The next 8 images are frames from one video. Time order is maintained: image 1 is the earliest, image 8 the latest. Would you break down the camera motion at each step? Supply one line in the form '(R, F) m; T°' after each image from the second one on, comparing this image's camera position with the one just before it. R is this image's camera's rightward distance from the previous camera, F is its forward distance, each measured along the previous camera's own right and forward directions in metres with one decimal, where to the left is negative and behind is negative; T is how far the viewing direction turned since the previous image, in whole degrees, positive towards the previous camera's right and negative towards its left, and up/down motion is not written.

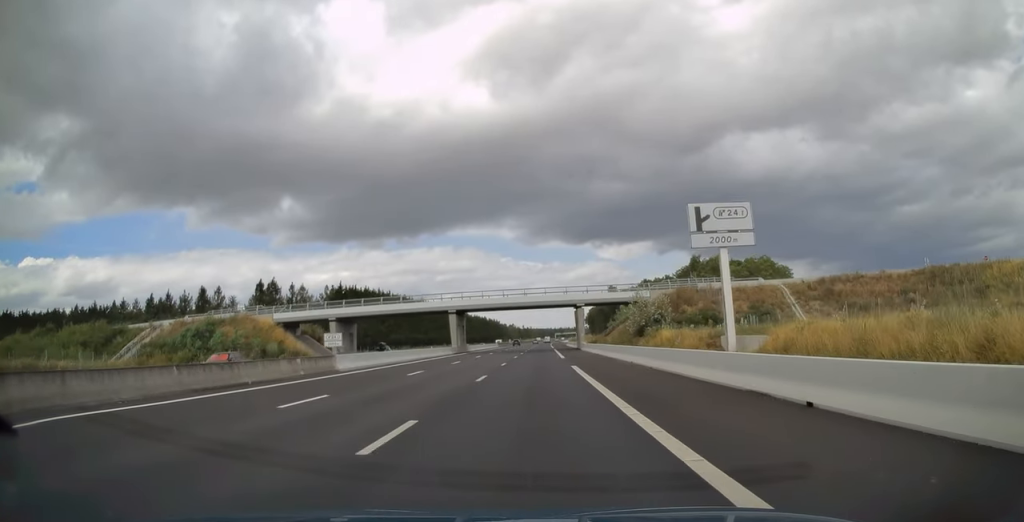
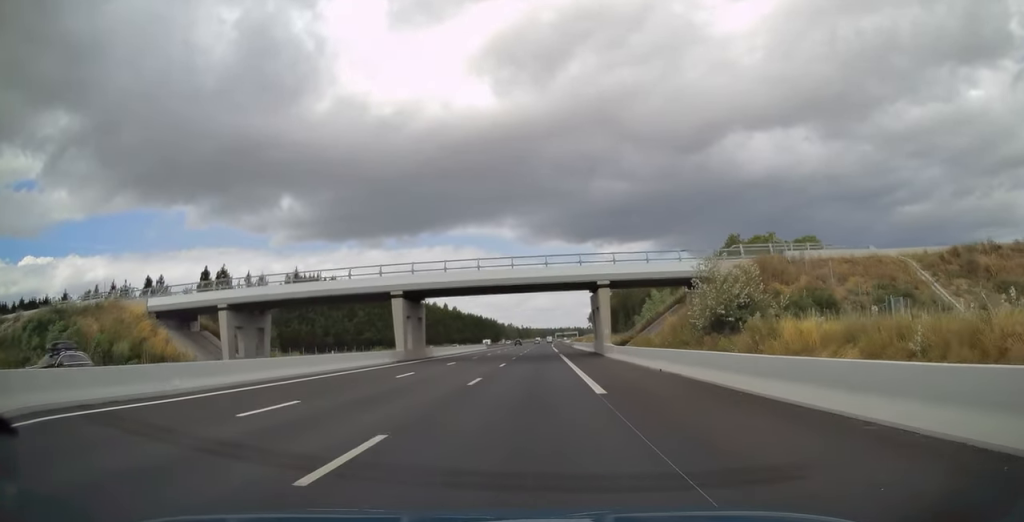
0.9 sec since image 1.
(0.0, +27.8) m; 0°
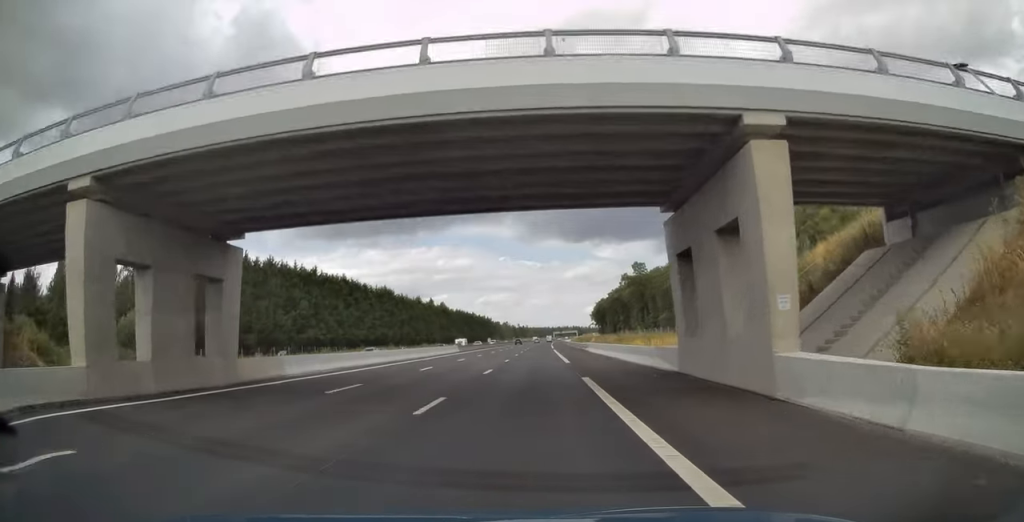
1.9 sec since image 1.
(+0.1, +33.8) m; 0°
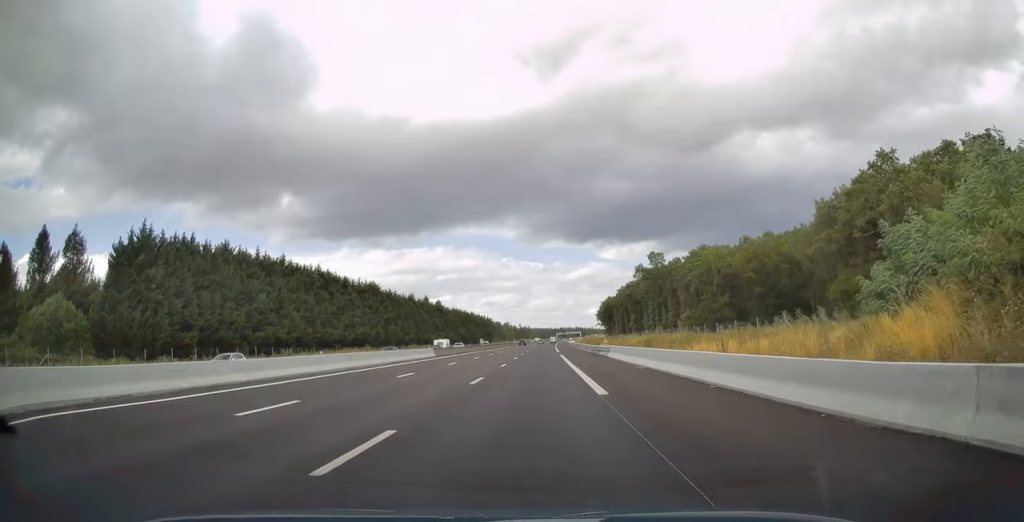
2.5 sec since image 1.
(0.0, +18.3) m; 0°
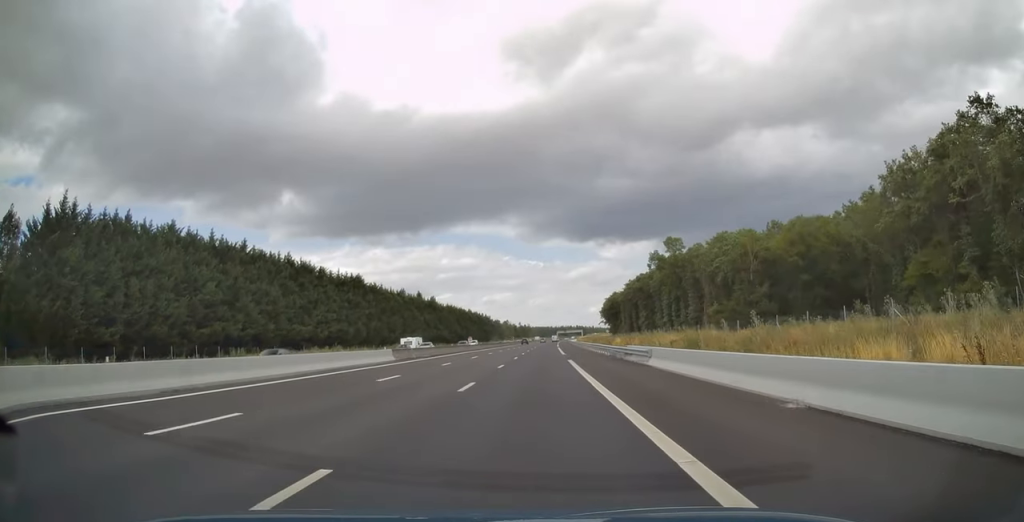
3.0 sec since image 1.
(0.0, +16.1) m; 0°
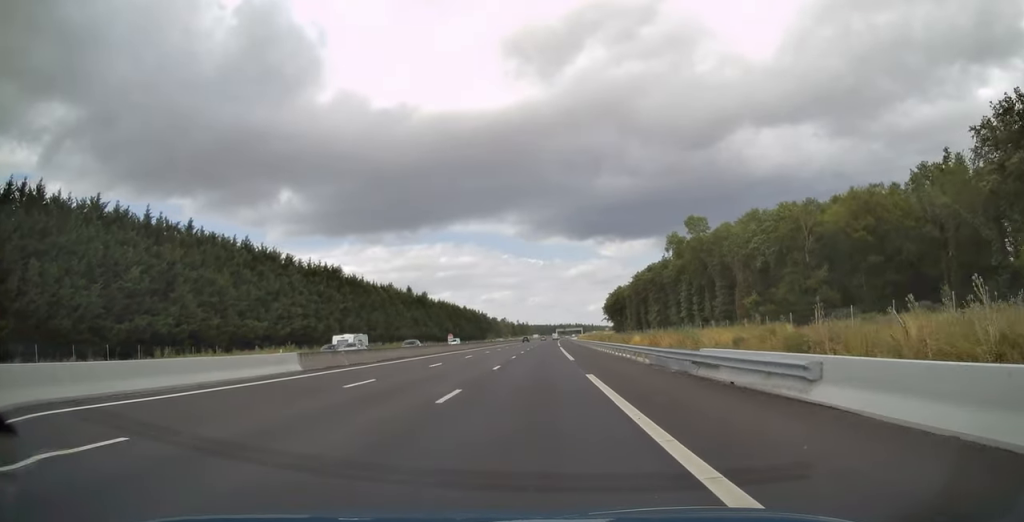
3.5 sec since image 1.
(-0.1, +16.5) m; 0°
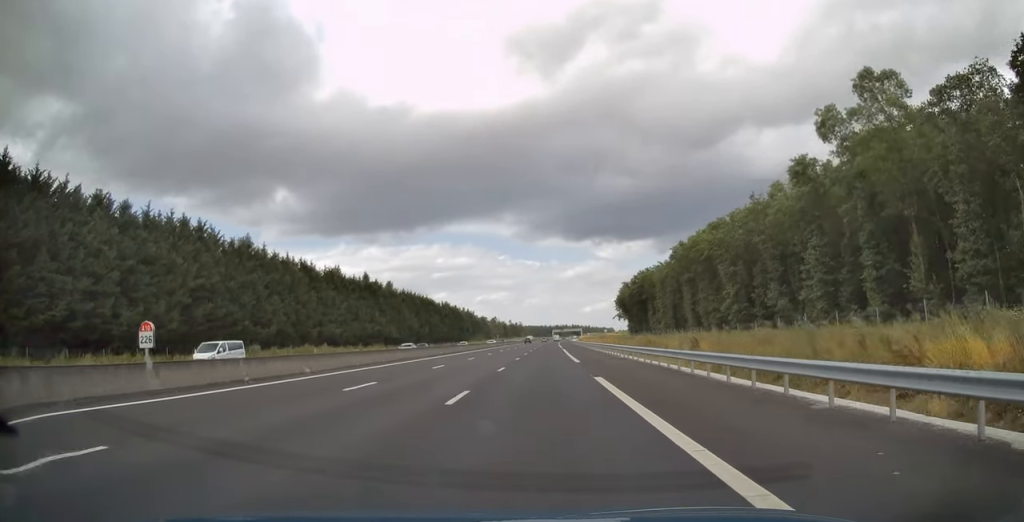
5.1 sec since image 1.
(0.0, +52.3) m; 0°
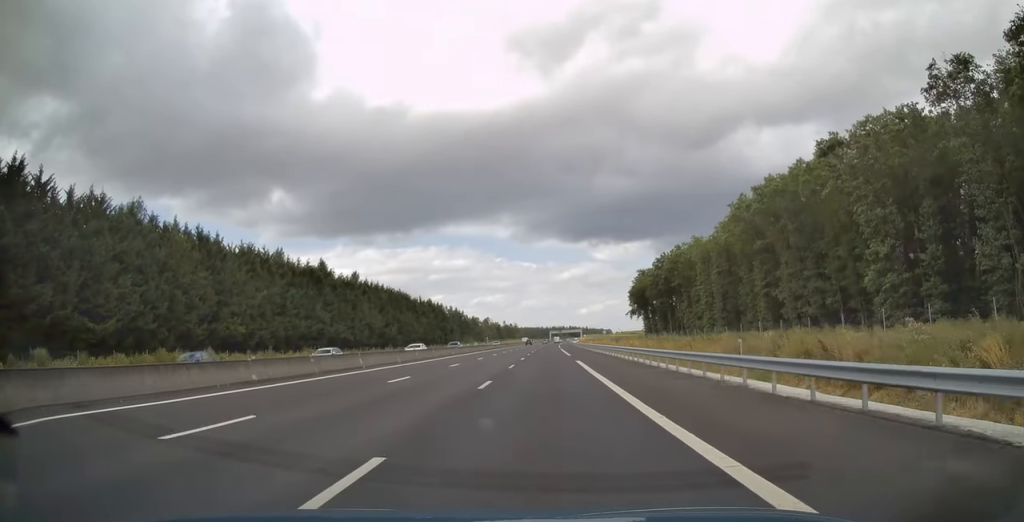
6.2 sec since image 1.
(+0.1, +34.9) m; +1°
